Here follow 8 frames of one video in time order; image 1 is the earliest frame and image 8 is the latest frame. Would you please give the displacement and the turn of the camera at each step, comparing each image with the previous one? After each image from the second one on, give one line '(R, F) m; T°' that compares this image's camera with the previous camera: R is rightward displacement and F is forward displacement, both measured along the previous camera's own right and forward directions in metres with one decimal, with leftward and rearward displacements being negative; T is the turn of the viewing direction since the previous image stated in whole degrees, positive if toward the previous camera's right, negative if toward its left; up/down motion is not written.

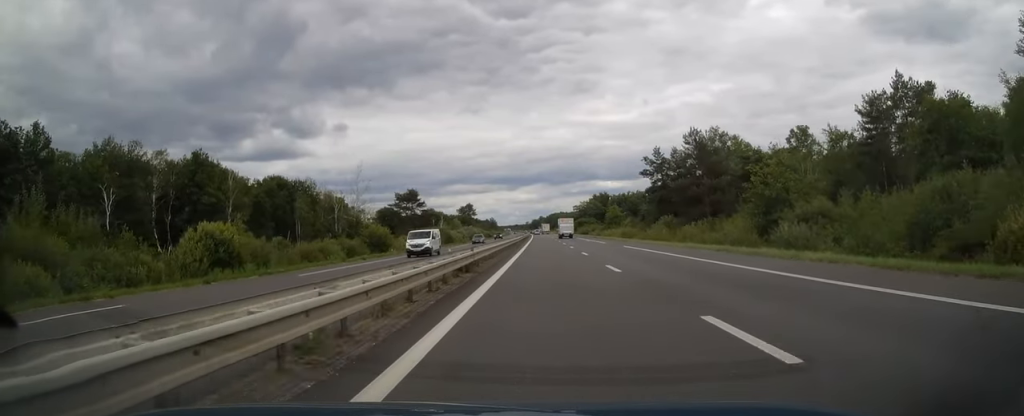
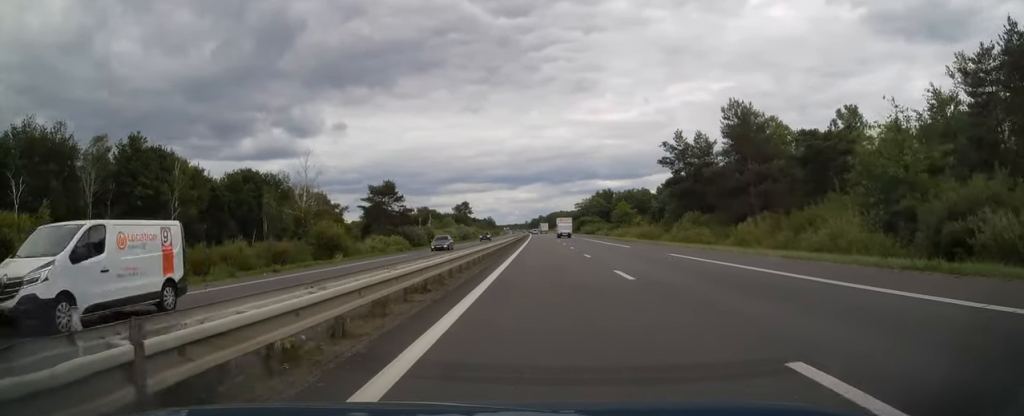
(0.0, +16.1) m; 0°
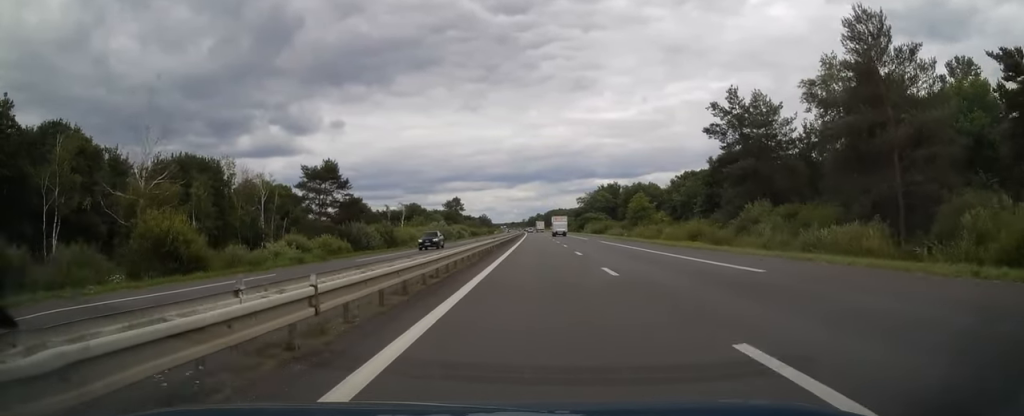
(-0.1, +24.9) m; 0°
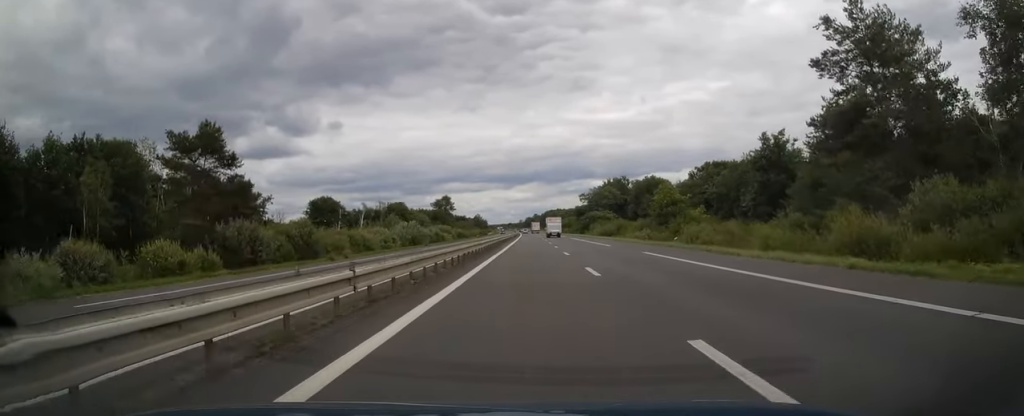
(-0.1, +25.4) m; 0°
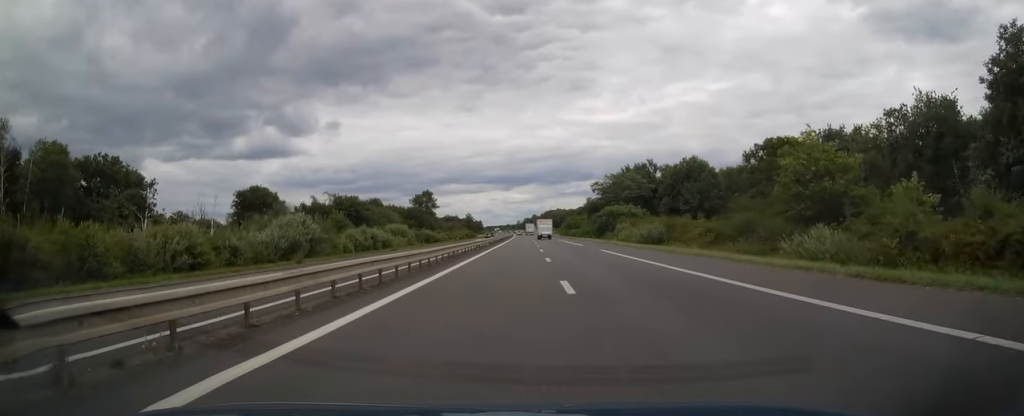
(+0.3, +43.8) m; 0°
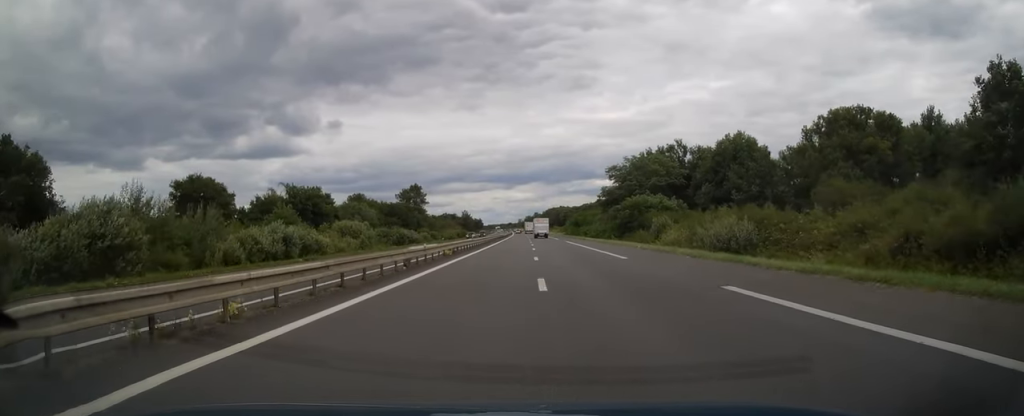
(-0.1, +25.8) m; 0°
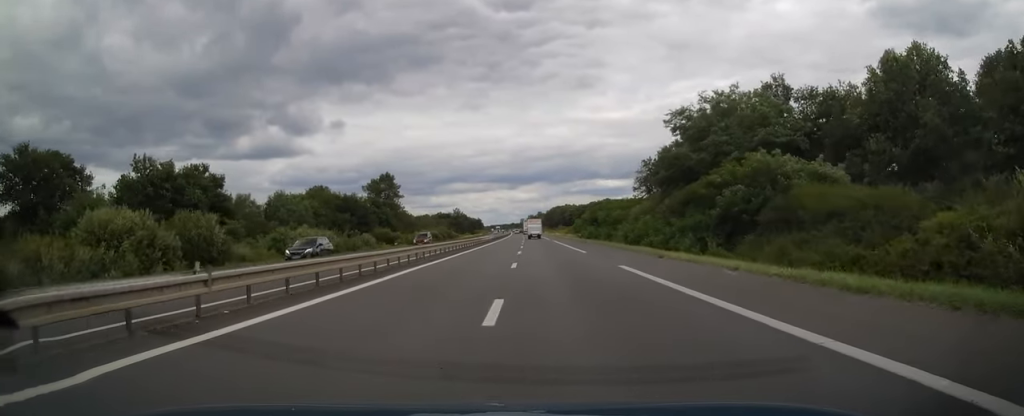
(+0.2, +43.5) m; 0°
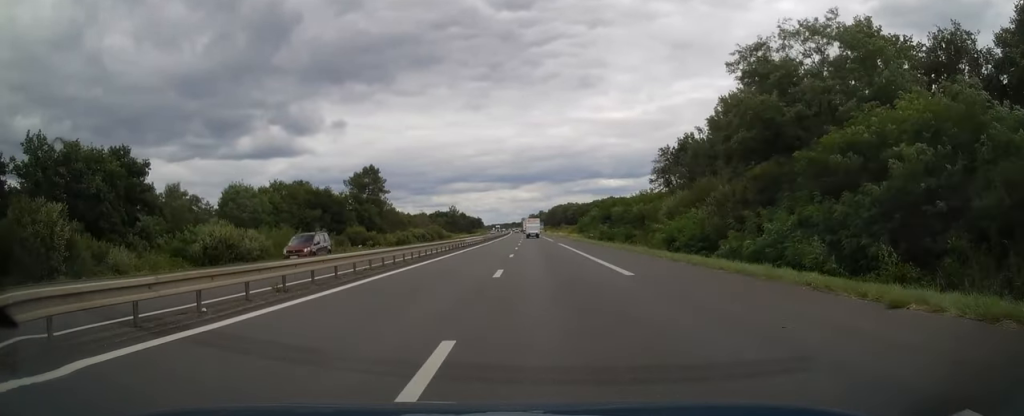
(-0.1, +17.4) m; 0°
